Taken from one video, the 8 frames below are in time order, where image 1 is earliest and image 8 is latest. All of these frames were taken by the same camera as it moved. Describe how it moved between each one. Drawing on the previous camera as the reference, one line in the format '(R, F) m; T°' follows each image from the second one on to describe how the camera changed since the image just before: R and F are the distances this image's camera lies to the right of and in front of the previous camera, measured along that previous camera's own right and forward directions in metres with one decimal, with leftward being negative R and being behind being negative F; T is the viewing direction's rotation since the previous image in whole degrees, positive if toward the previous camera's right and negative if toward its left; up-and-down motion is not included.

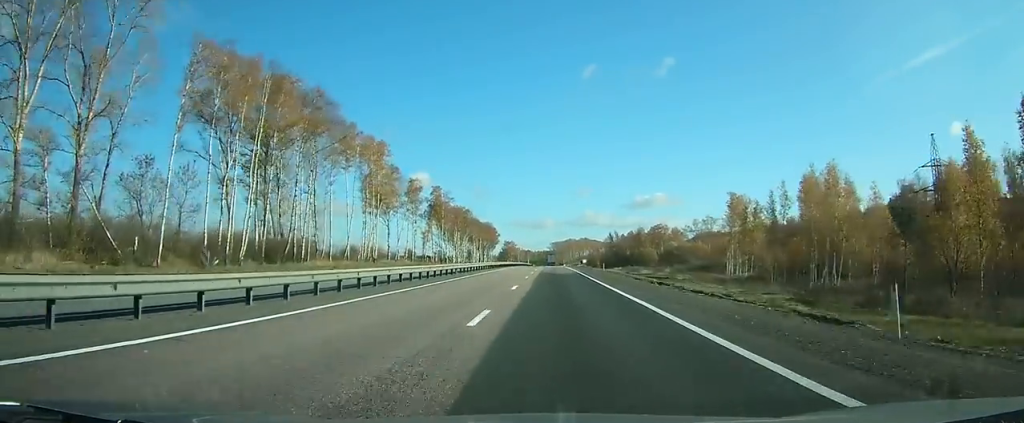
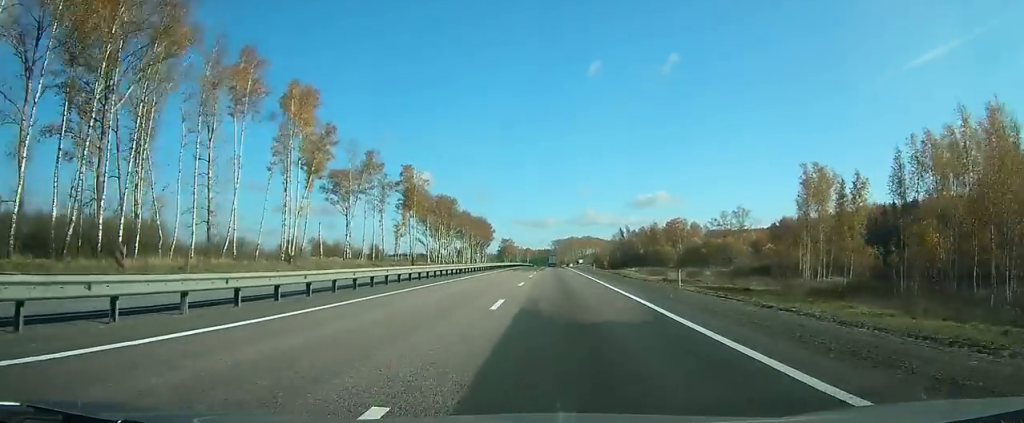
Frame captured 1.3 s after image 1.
(0.0, +29.9) m; 0°
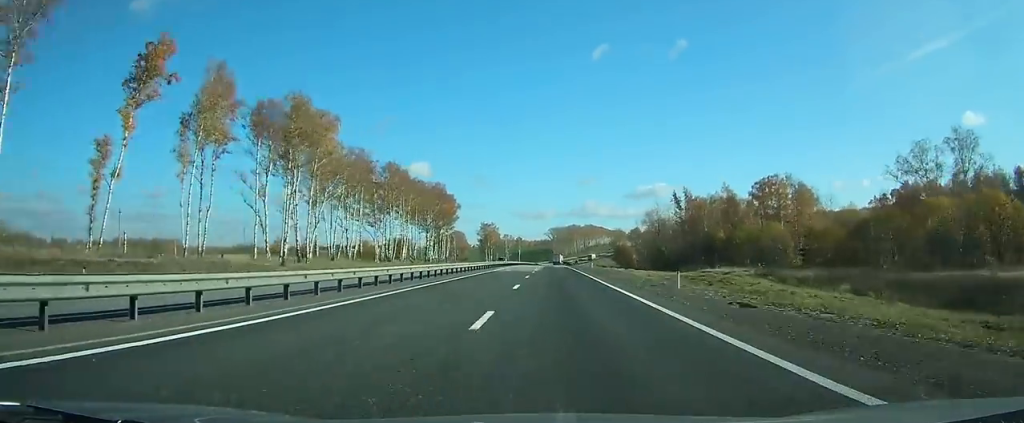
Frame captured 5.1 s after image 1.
(0.0, +94.7) m; 0°
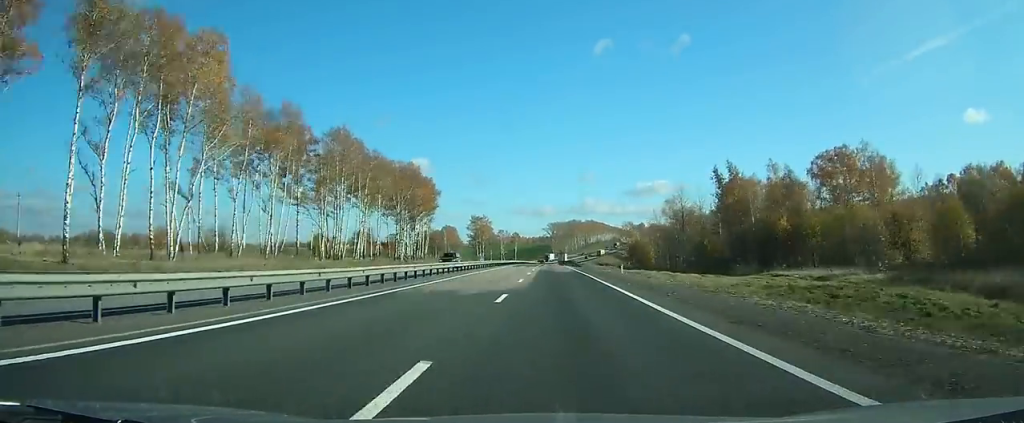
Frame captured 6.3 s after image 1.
(0.0, +32.5) m; 0°
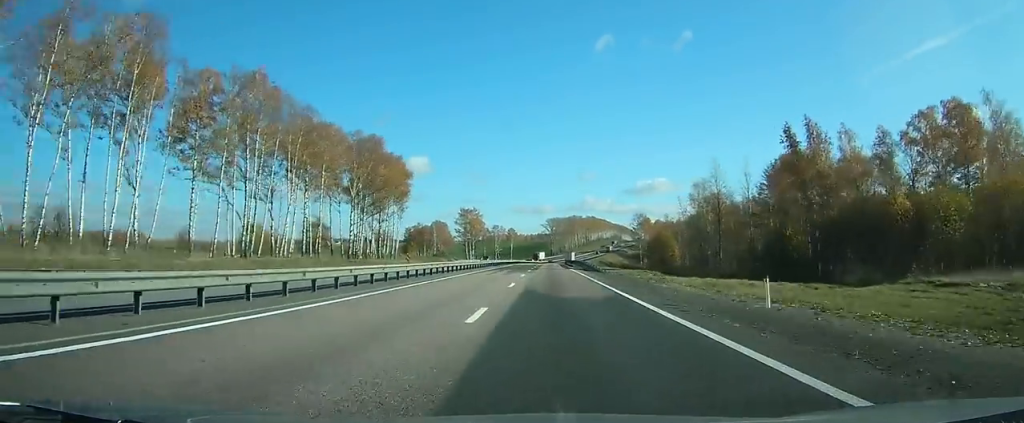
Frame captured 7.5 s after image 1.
(+0.1, +32.4) m; 0°
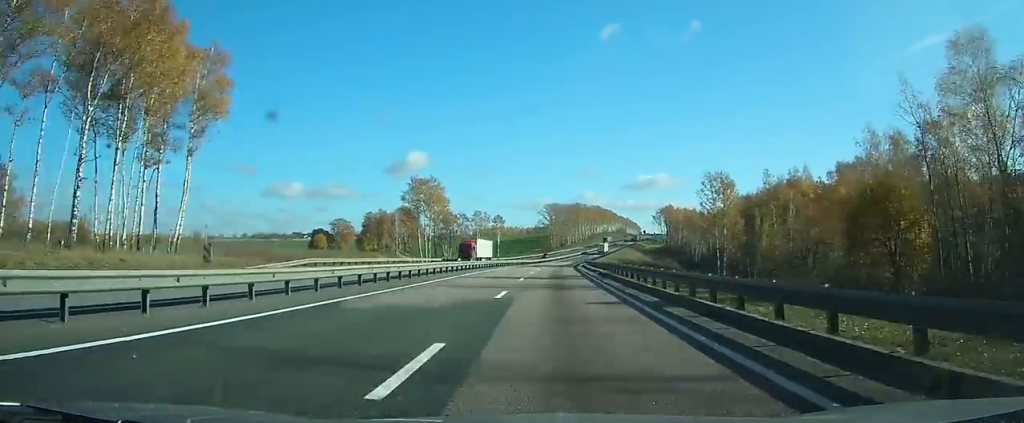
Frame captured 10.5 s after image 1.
(+0.1, +86.0) m; +1°
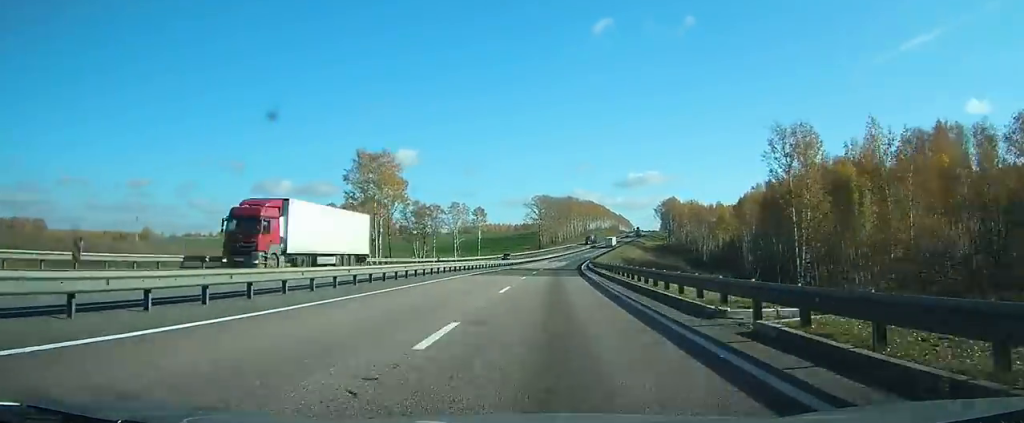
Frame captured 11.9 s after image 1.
(+0.3, +34.3) m; +1°
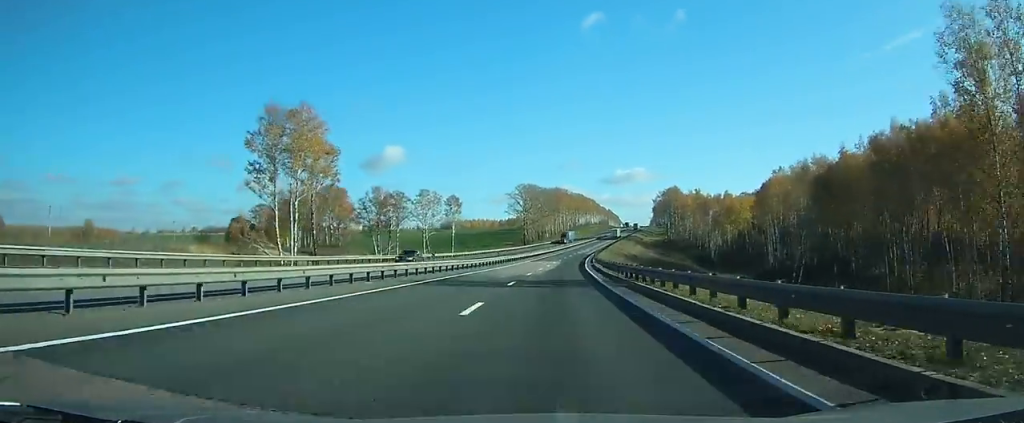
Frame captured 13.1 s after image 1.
(+0.3, +31.7) m; +1°
